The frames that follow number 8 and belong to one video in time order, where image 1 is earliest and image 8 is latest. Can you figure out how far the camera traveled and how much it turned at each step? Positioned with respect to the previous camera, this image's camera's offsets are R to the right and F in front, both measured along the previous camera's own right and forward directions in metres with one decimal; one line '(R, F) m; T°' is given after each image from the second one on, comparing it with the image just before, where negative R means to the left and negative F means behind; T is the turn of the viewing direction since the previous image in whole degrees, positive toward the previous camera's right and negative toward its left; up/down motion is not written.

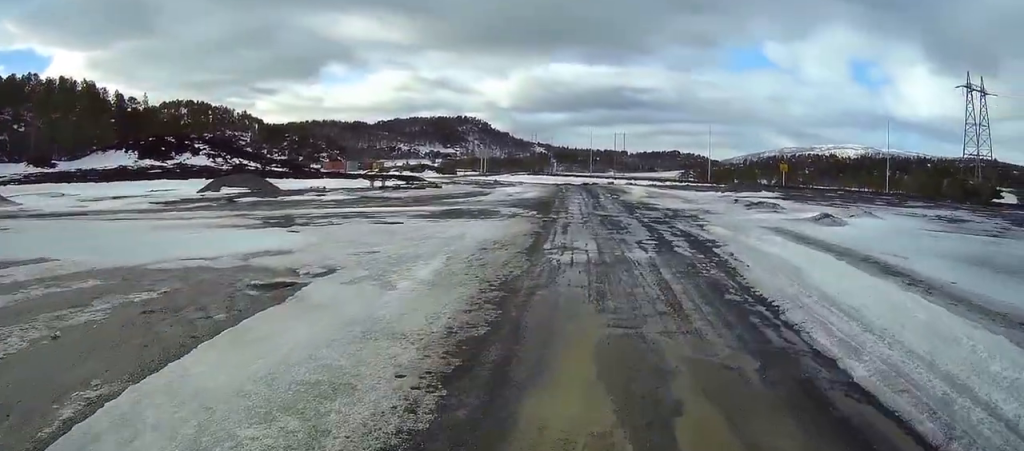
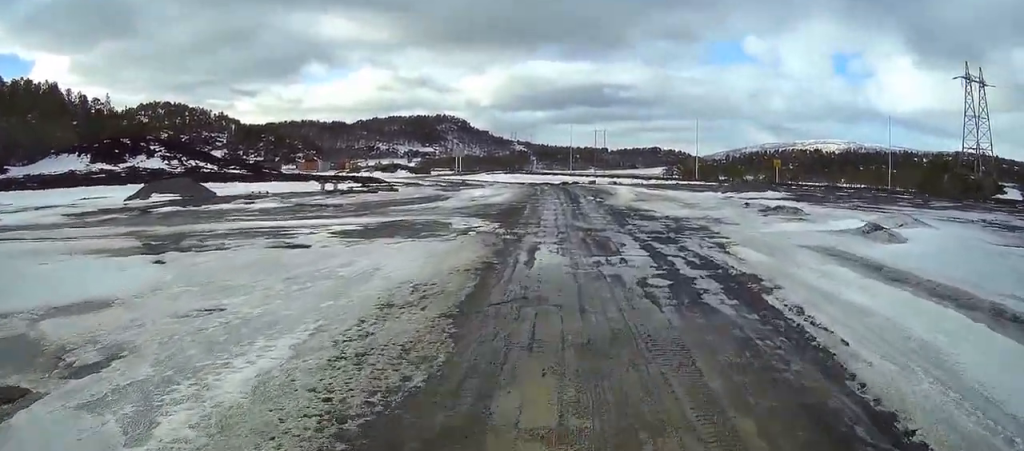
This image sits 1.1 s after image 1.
(+0.2, +6.4) m; +2°
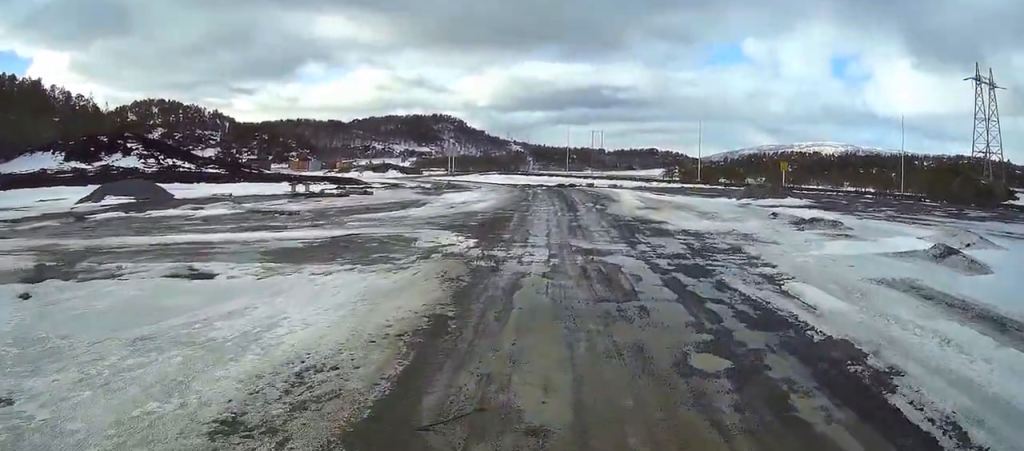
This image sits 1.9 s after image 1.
(0.0, +4.6) m; +1°
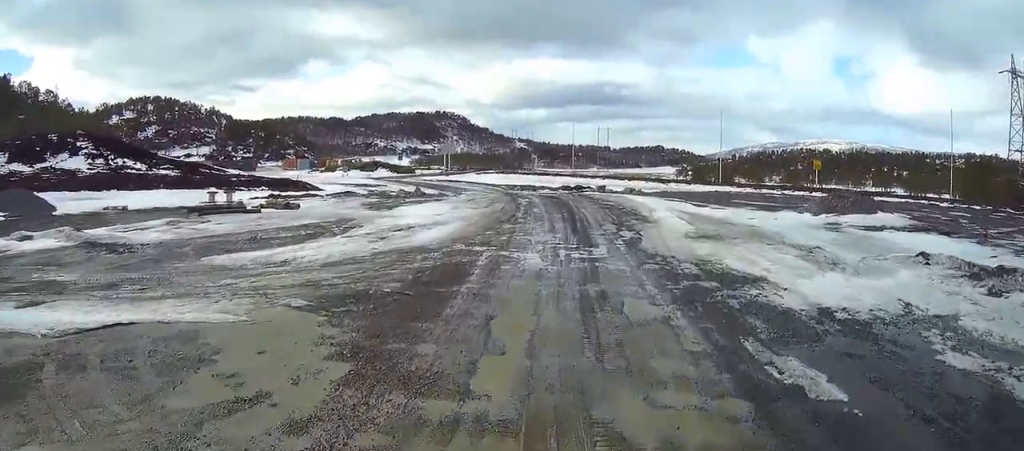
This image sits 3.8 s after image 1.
(+0.4, +11.5) m; +3°
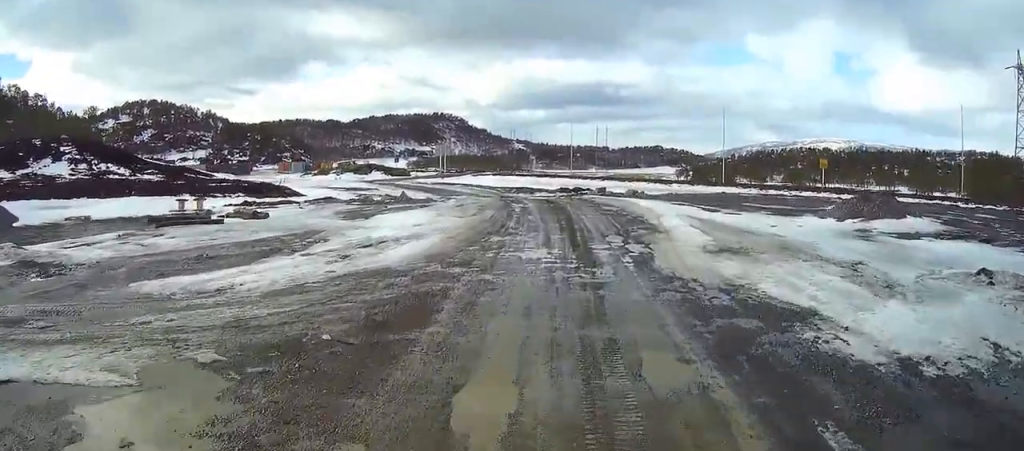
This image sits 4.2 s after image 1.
(0.0, +2.9) m; -1°
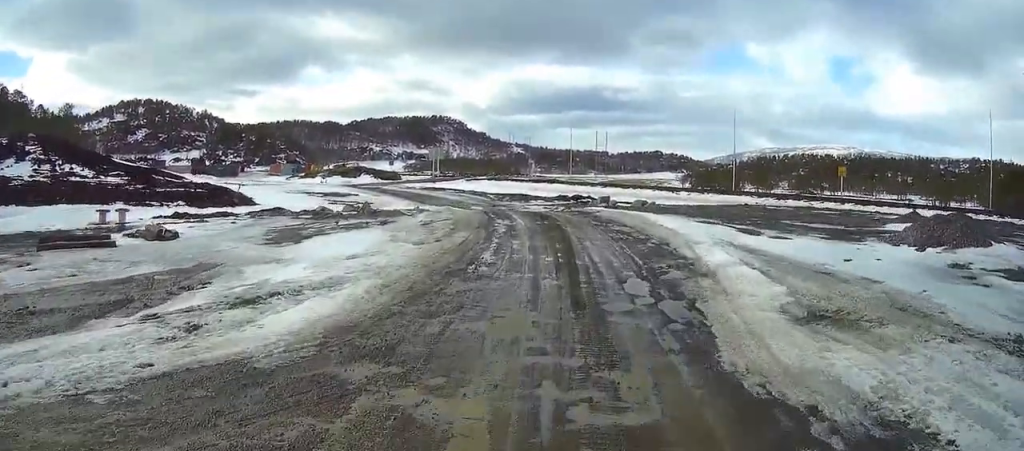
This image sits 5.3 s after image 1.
(-0.1, +6.4) m; -1°
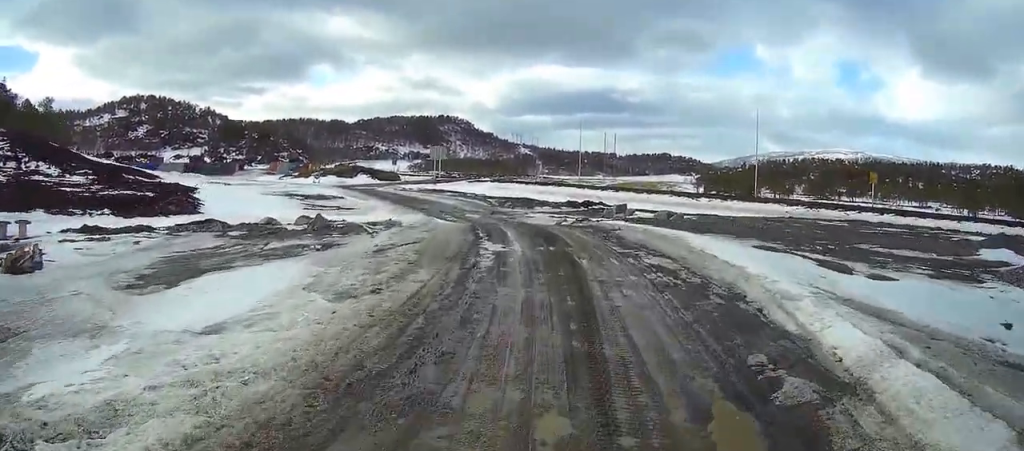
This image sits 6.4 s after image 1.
(0.0, +6.8) m; -1°
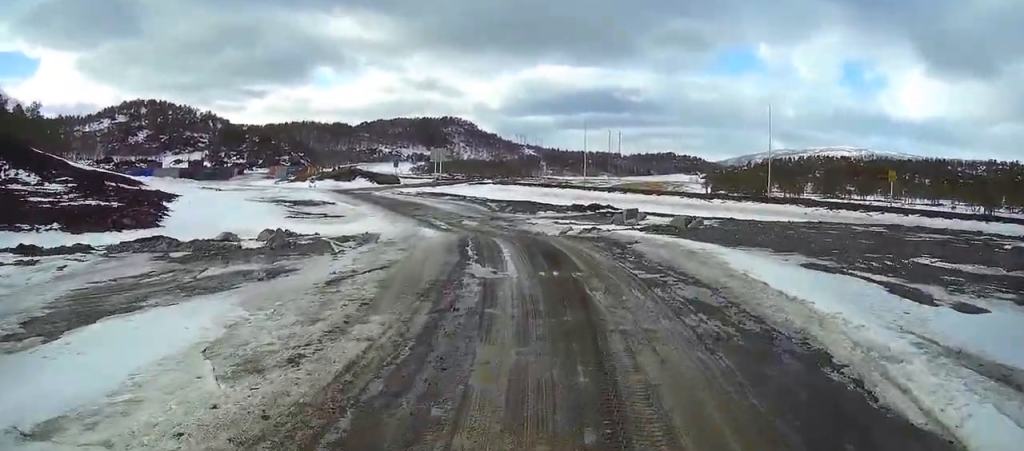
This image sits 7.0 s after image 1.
(0.0, +3.6) m; -1°
